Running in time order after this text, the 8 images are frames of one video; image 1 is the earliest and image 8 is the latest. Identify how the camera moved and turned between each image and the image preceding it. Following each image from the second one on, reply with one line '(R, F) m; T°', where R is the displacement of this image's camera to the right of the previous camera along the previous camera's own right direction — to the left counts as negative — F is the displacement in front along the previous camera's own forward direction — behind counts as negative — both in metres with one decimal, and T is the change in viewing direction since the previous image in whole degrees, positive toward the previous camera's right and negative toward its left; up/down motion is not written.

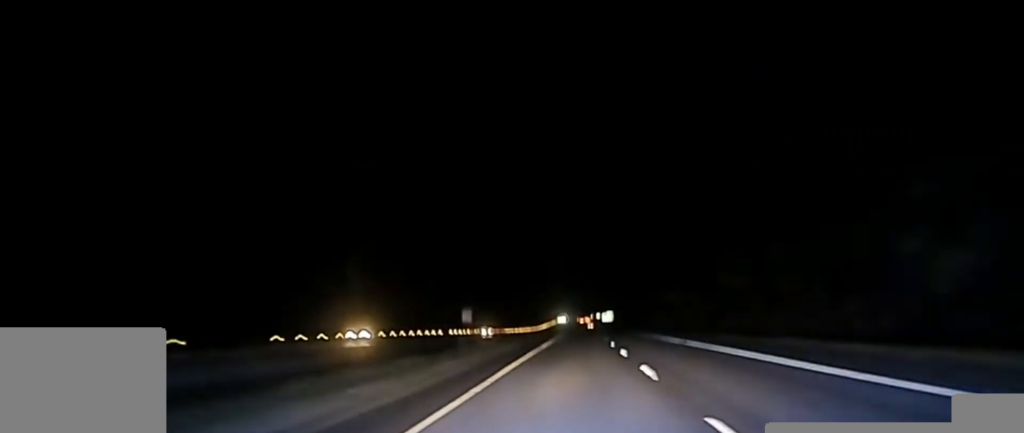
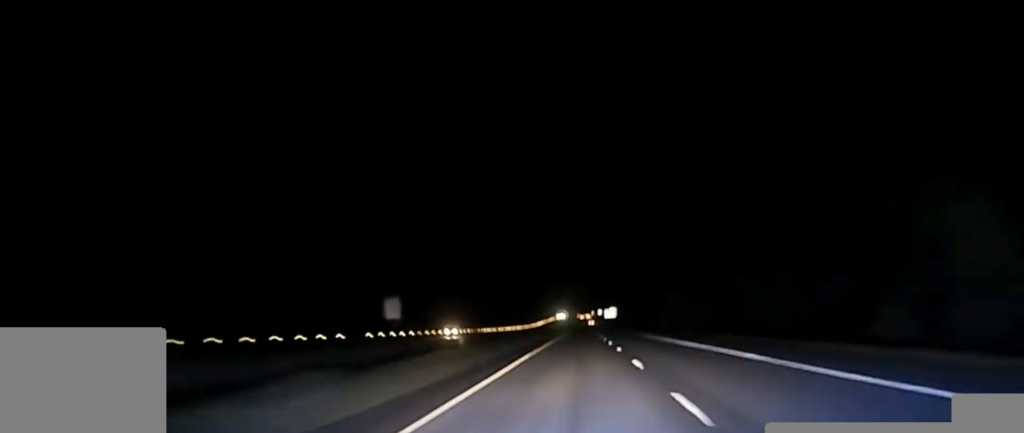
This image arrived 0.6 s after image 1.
(0.0, +44.0) m; 0°
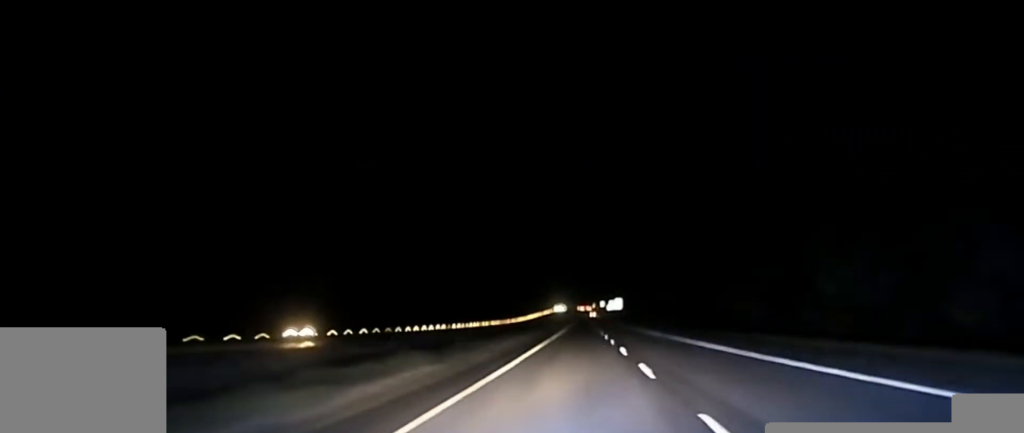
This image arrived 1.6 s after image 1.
(0.0, +63.9) m; 0°
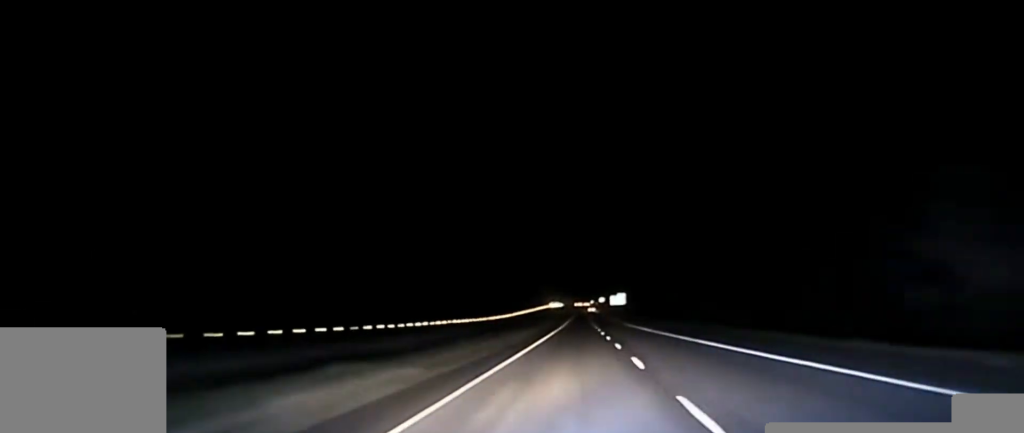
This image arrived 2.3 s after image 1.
(0.0, +42.6) m; 0°
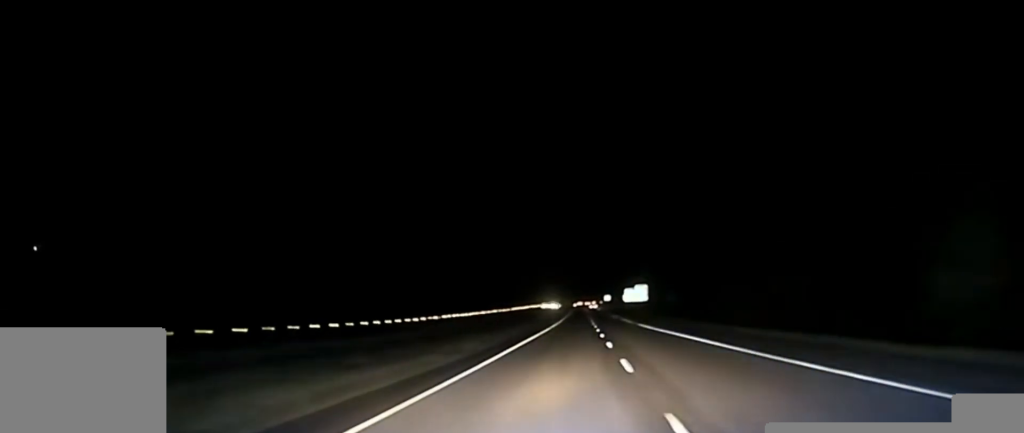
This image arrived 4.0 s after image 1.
(+0.1, +98.2) m; 0°
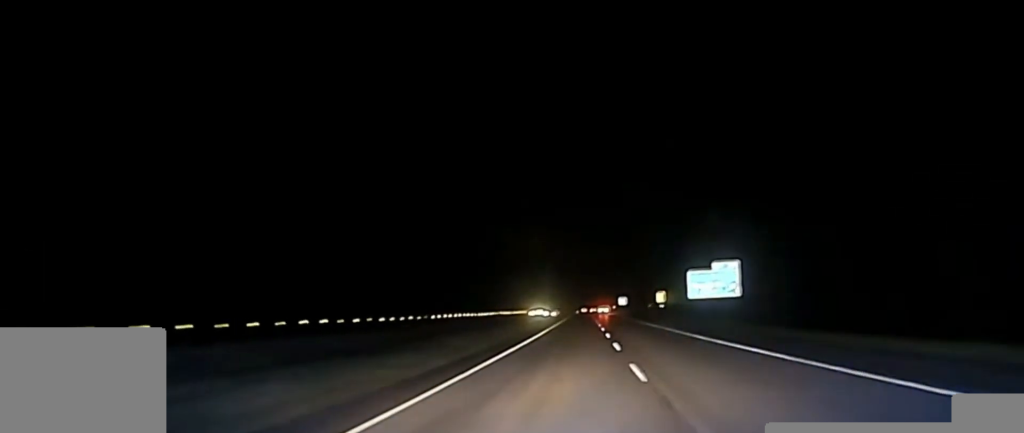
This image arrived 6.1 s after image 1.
(-0.2, +133.2) m; 0°
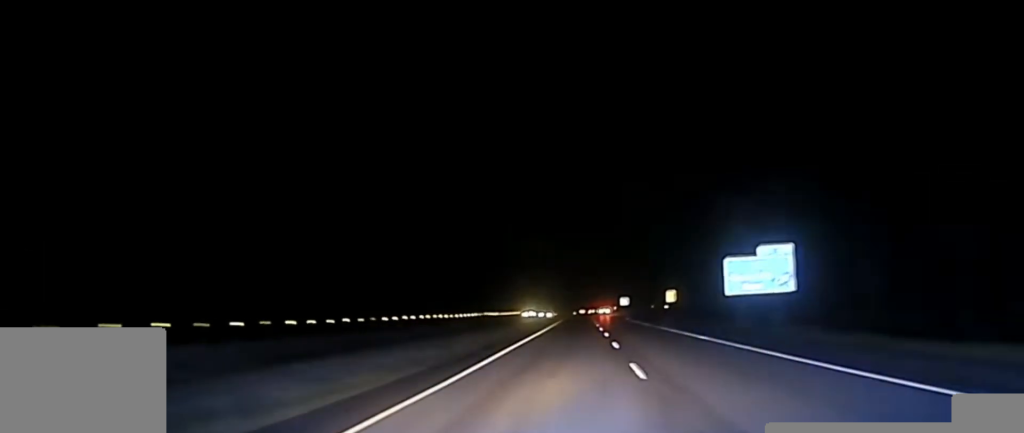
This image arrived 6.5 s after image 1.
(0.0, +25.5) m; 0°
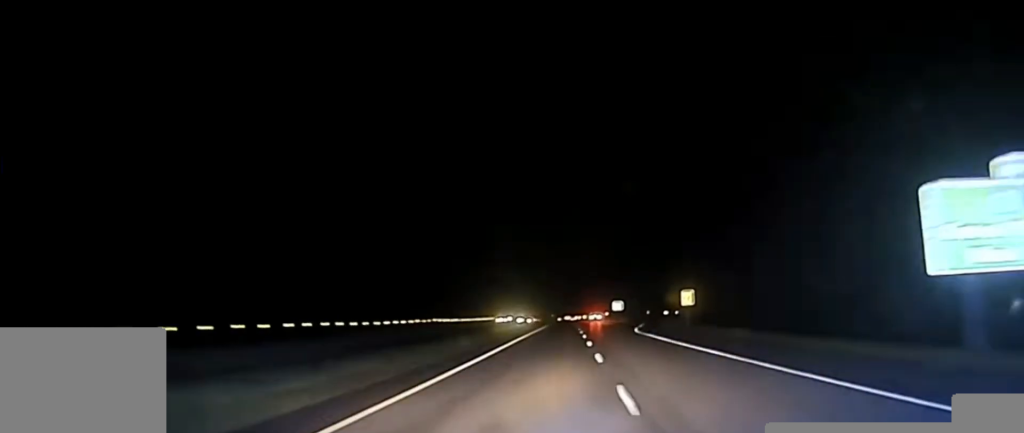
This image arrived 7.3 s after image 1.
(-0.2, +45.3) m; +1°
